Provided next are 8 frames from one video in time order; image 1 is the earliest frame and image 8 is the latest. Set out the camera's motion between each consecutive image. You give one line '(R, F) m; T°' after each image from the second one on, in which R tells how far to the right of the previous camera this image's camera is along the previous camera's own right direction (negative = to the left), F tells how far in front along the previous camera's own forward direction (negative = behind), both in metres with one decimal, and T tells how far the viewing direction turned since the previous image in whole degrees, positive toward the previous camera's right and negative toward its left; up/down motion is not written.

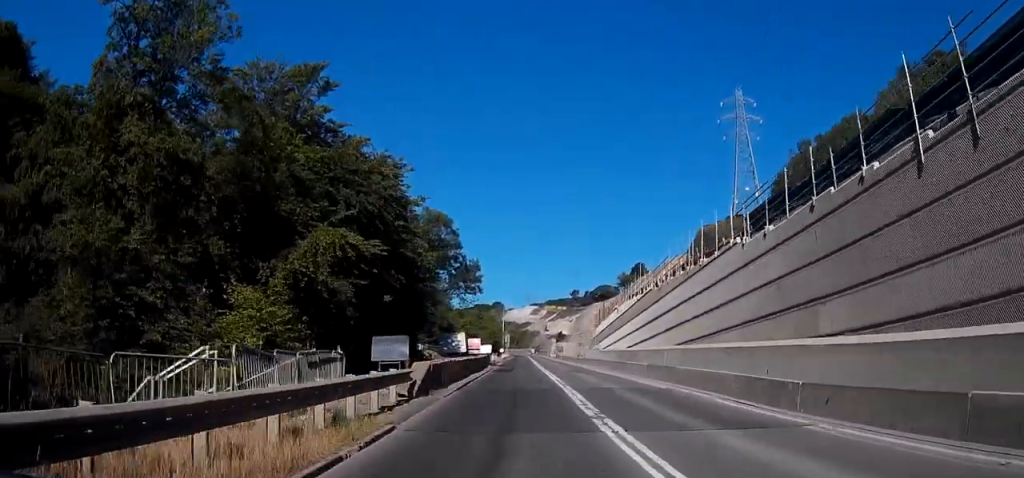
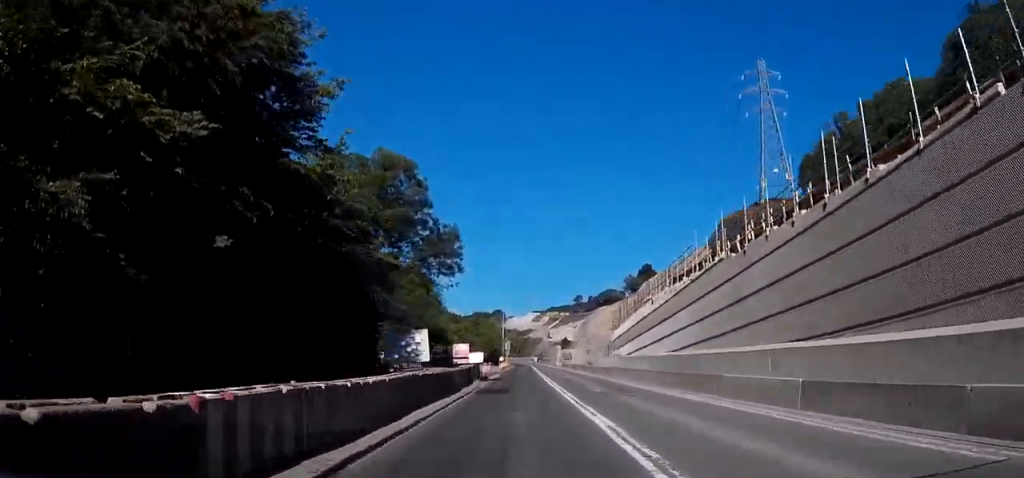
(0.0, +17.8) m; 0°
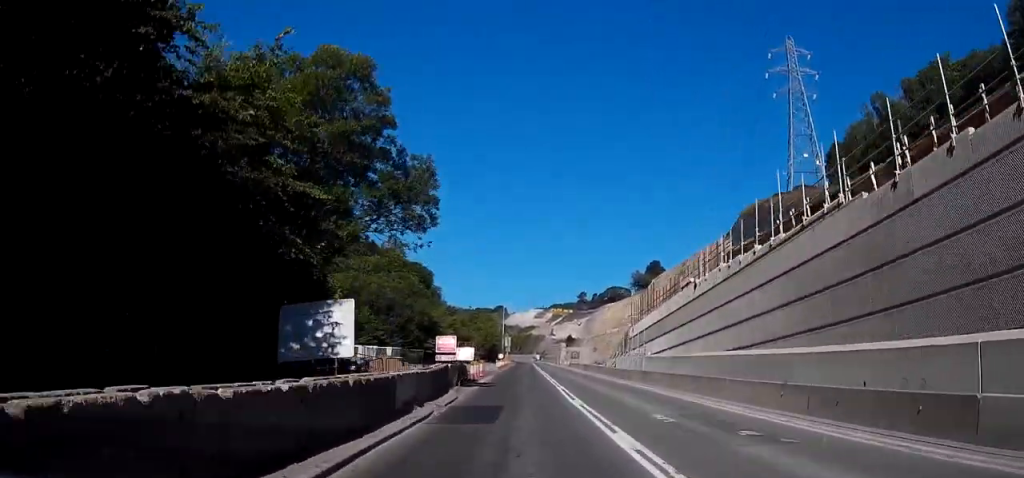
(0.0, +12.1) m; -1°
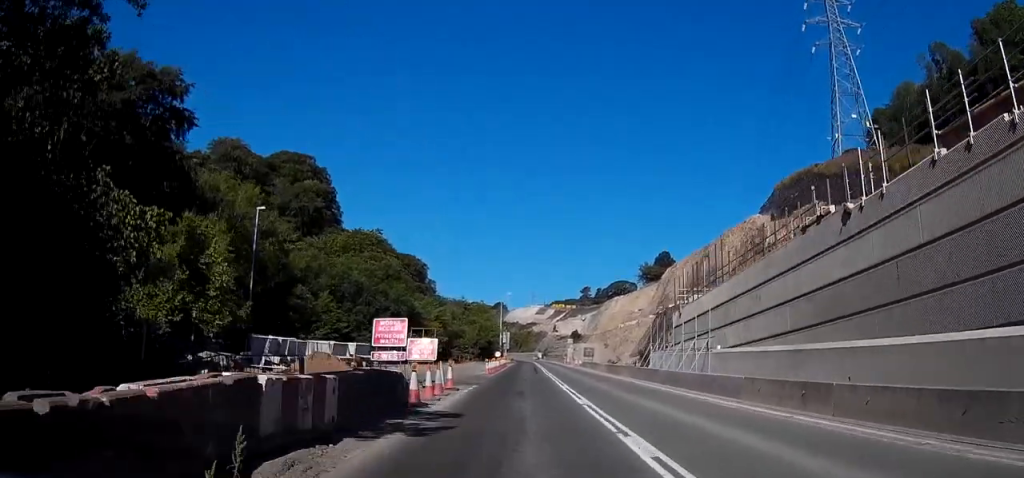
(-0.2, +18.9) m; -1°
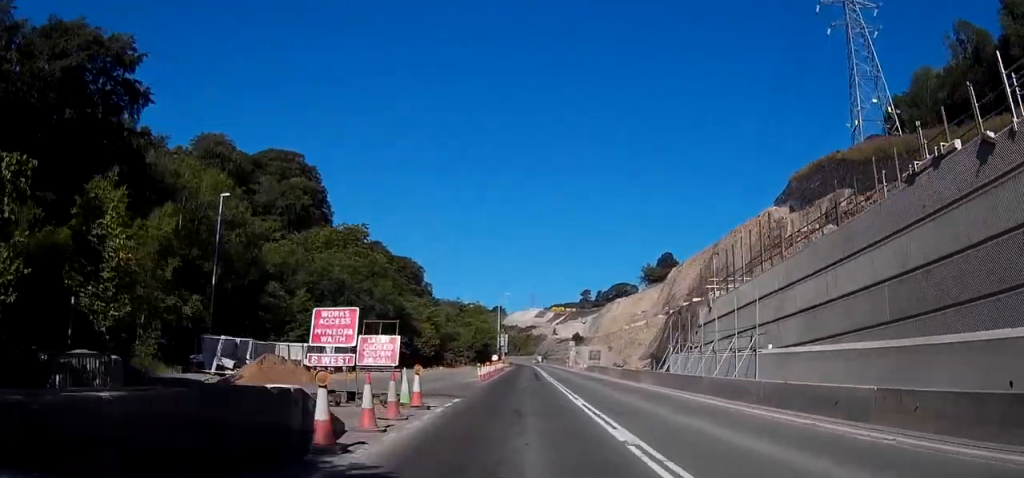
(0.0, +7.5) m; 0°
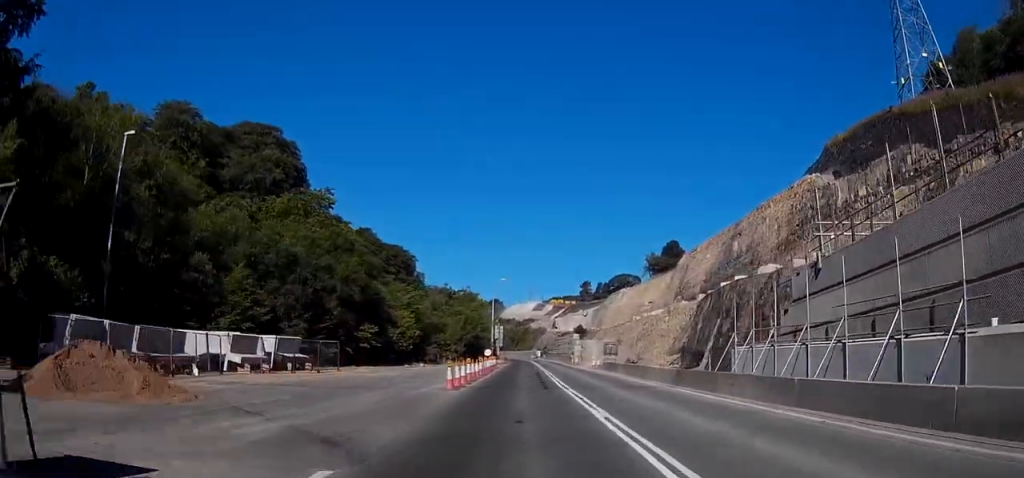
(0.0, +14.3) m; 0°
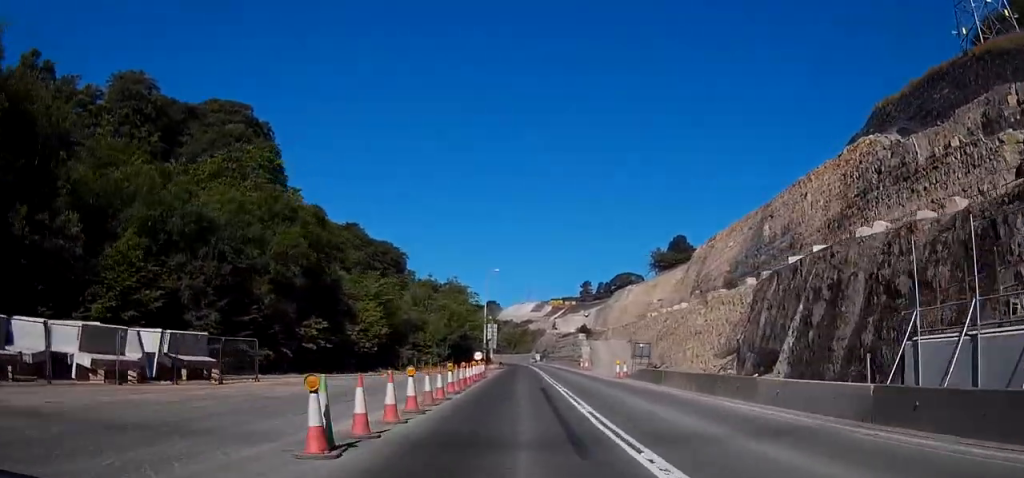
(+0.1, +15.5) m; 0°
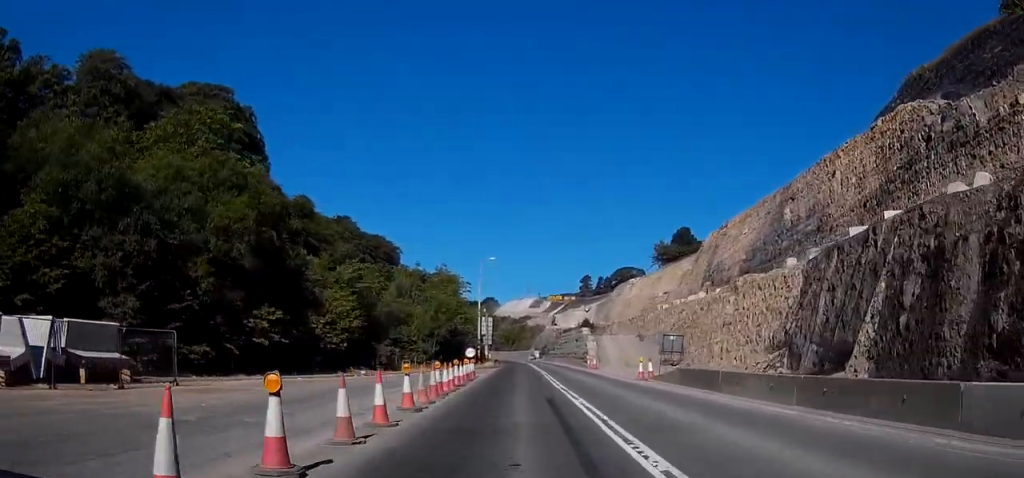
(-0.1, +8.6) m; 0°
